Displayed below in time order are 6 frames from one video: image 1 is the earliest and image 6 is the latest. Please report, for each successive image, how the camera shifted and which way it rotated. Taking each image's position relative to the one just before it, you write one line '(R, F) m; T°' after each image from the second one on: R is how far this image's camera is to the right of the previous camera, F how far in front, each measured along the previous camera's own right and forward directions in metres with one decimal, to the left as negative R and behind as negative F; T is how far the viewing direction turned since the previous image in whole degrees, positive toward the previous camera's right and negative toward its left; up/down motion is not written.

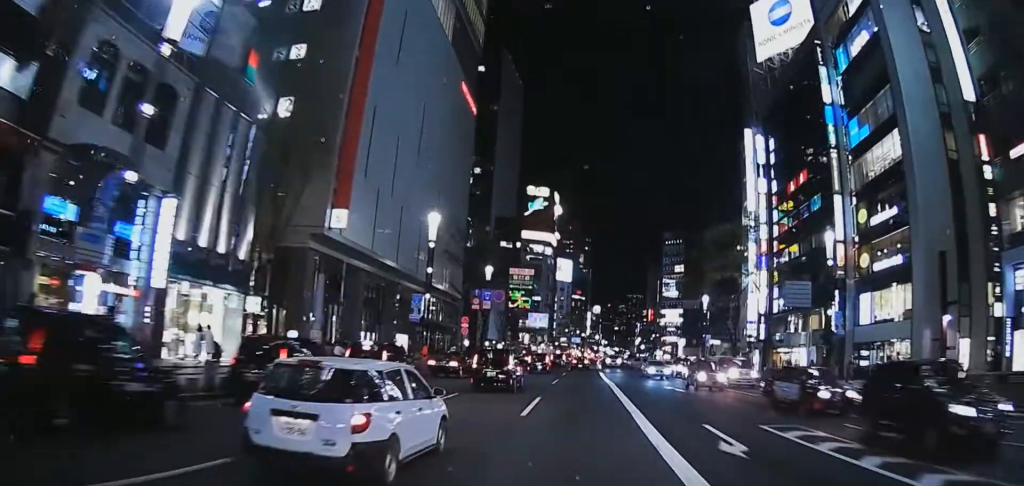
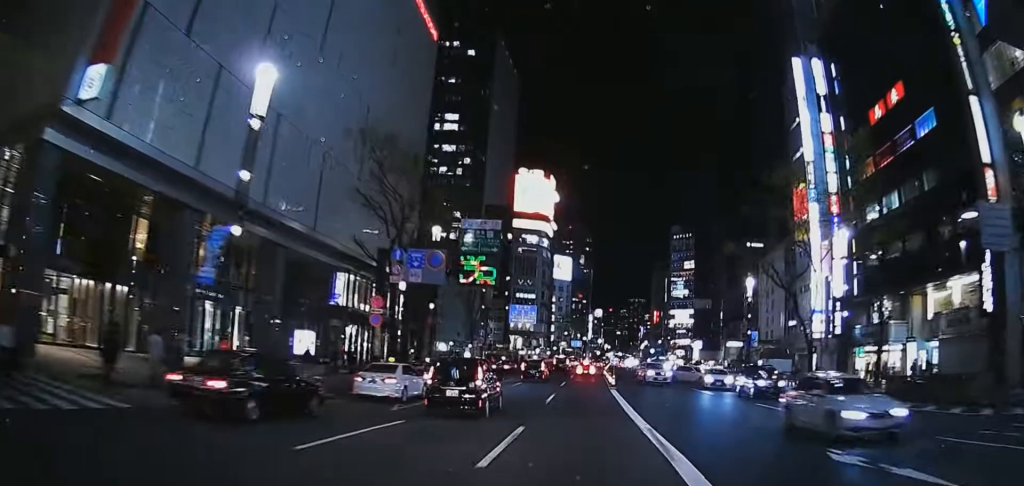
(-0.7, +21.8) m; -1°
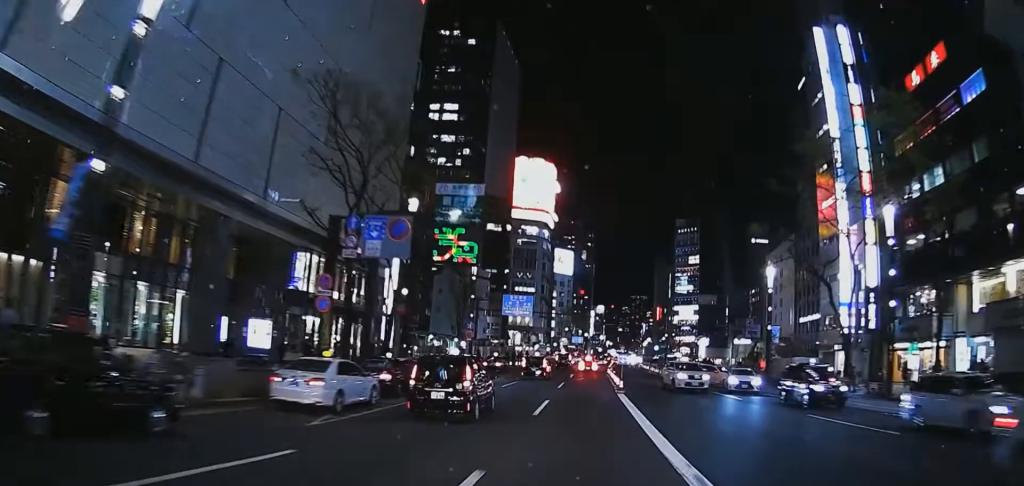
(+0.1, +6.2) m; 0°
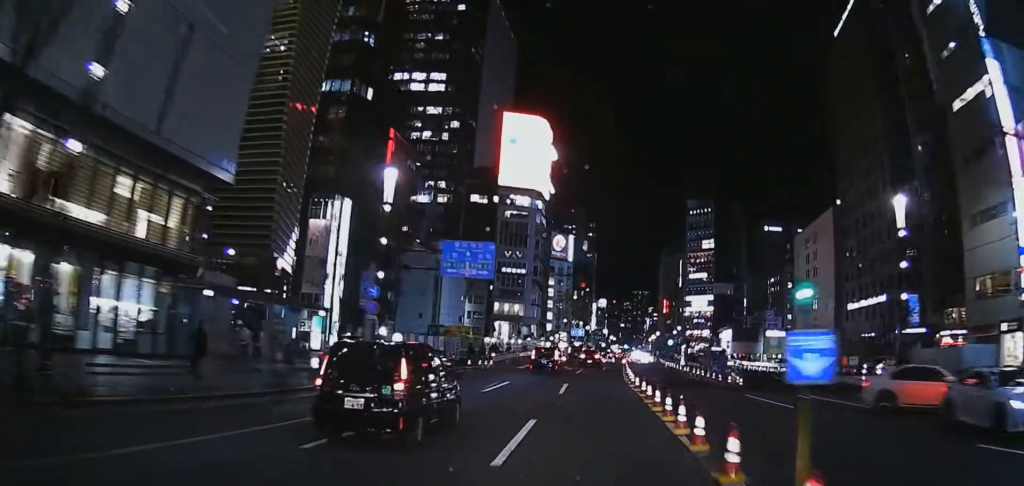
(+1.3, +23.6) m; 0°
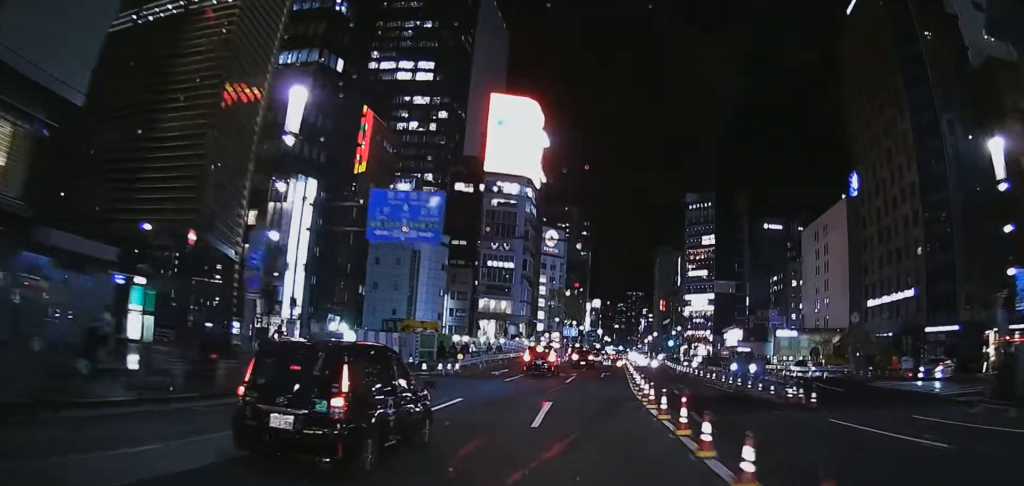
(-1.6, +9.6) m; 0°
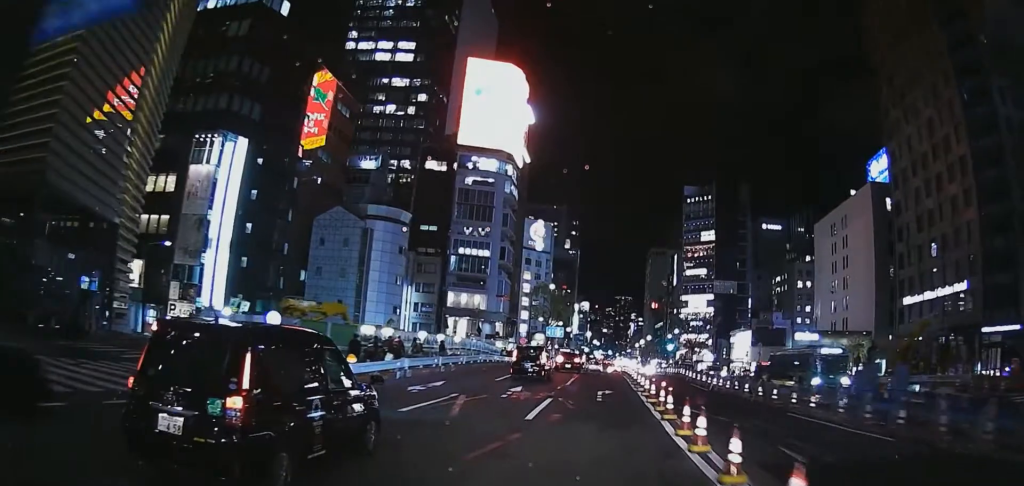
(+1.7, +15.4) m; +2°
